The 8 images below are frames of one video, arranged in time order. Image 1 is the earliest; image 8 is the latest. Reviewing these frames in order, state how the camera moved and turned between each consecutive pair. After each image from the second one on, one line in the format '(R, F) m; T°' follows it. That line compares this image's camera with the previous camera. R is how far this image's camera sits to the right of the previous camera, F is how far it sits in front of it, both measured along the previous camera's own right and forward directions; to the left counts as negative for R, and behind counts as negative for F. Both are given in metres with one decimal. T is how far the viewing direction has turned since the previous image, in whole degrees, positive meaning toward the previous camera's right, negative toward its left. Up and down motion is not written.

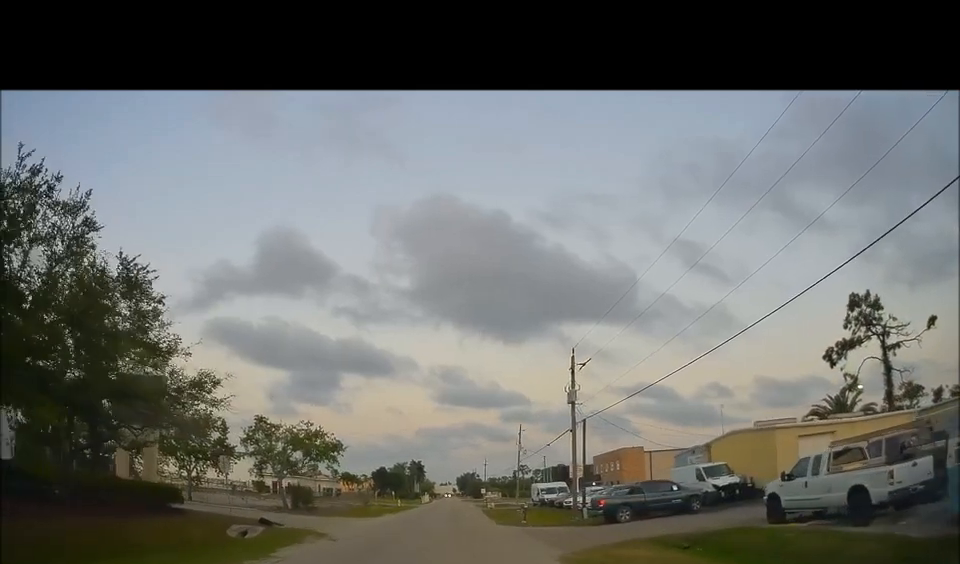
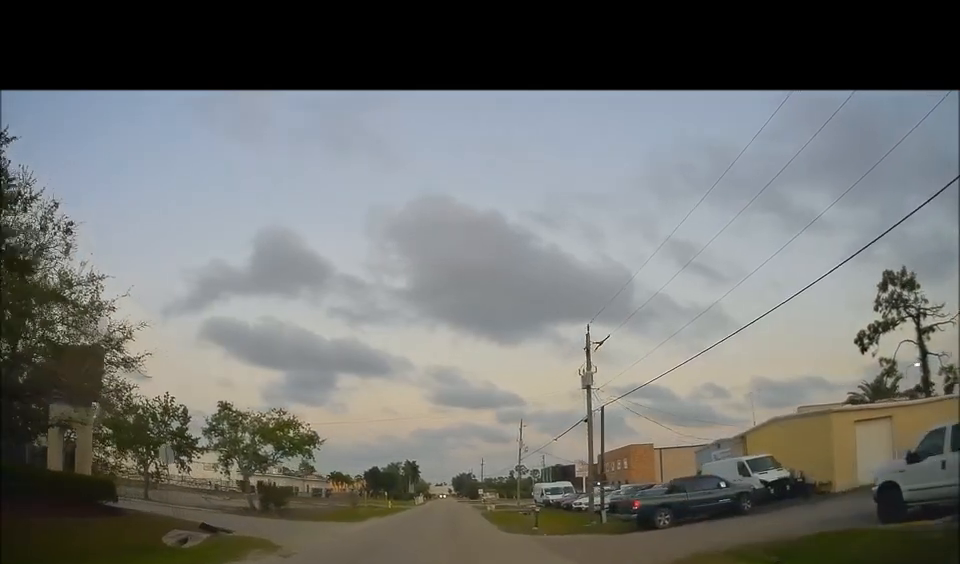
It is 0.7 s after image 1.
(+0.1, +5.3) m; +1°
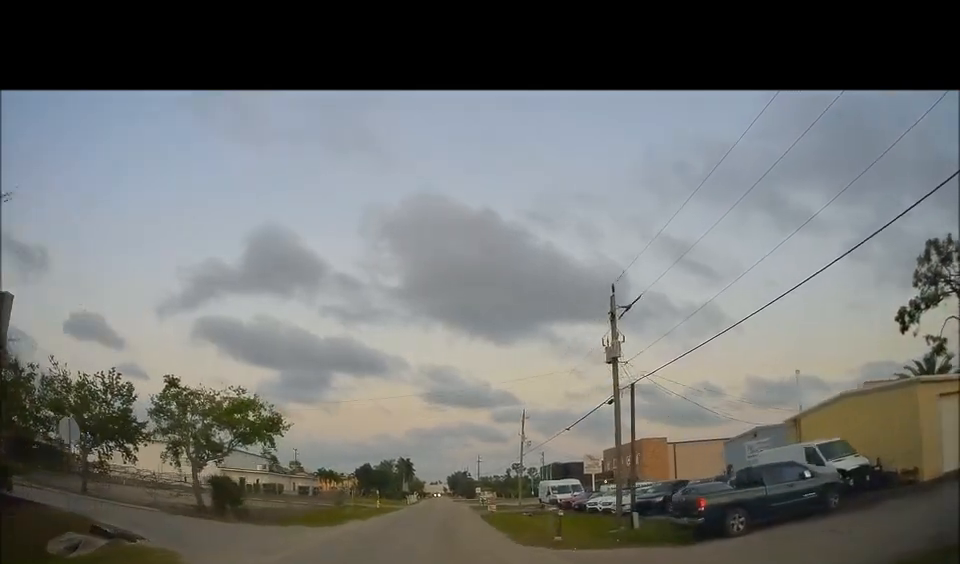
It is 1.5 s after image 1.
(0.0, +5.9) m; -1°
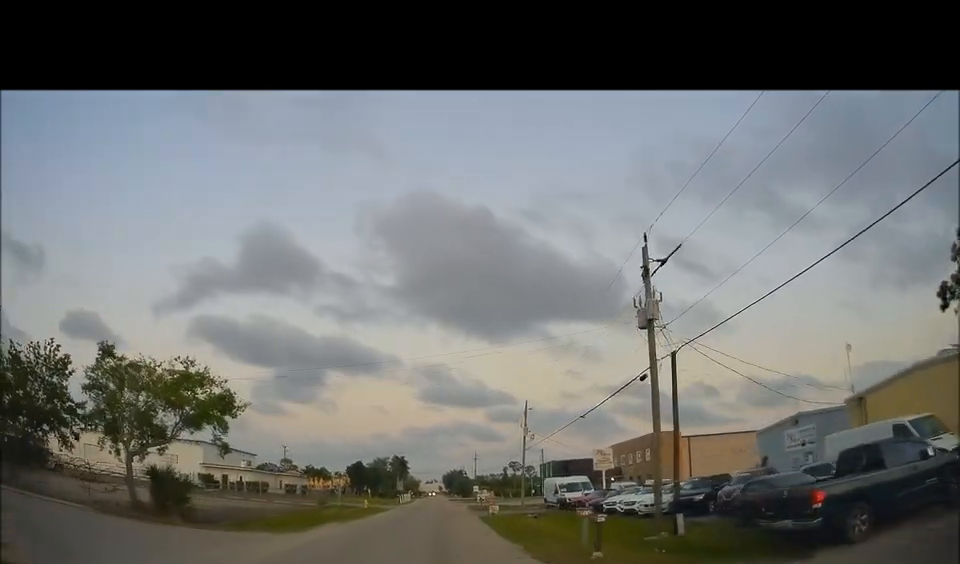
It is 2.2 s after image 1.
(+0.1, +5.2) m; -3°
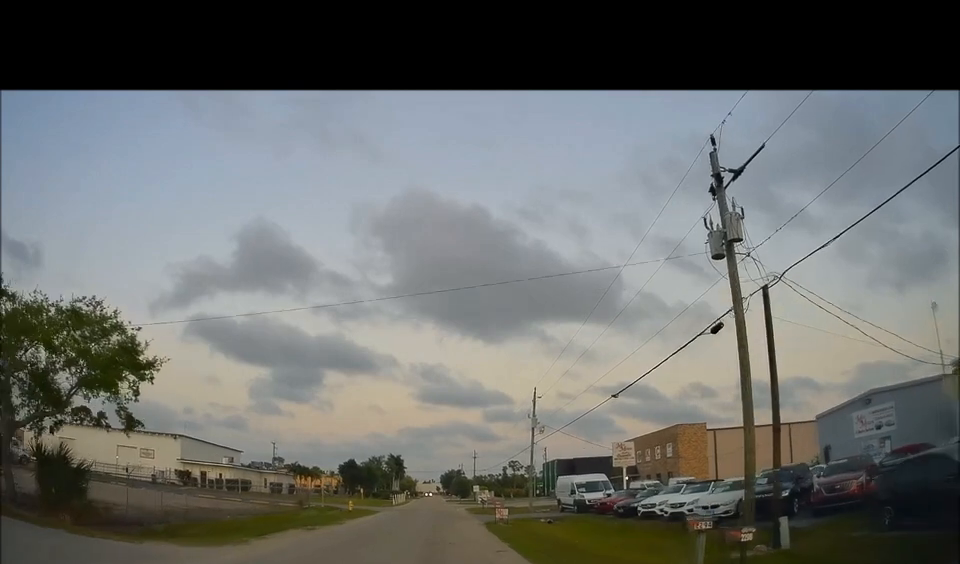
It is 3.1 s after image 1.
(-0.5, +6.5) m; 0°
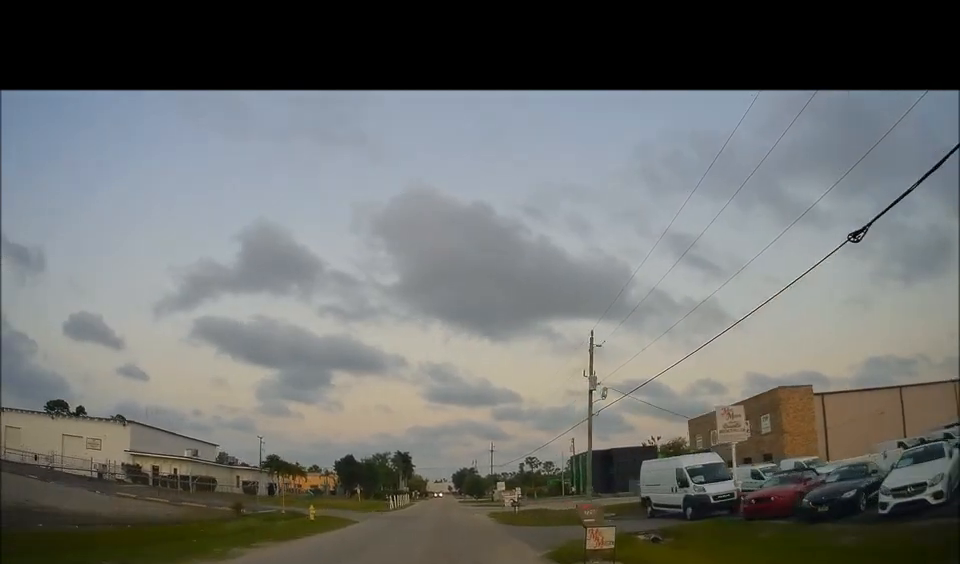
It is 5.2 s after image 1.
(+1.0, +15.9) m; +4°
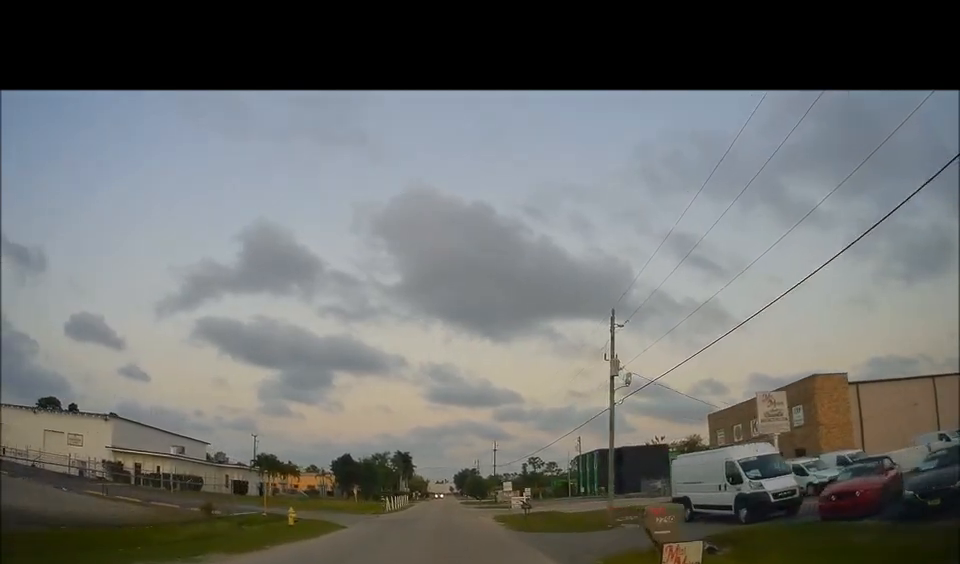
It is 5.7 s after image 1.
(0.0, +4.0) m; 0°
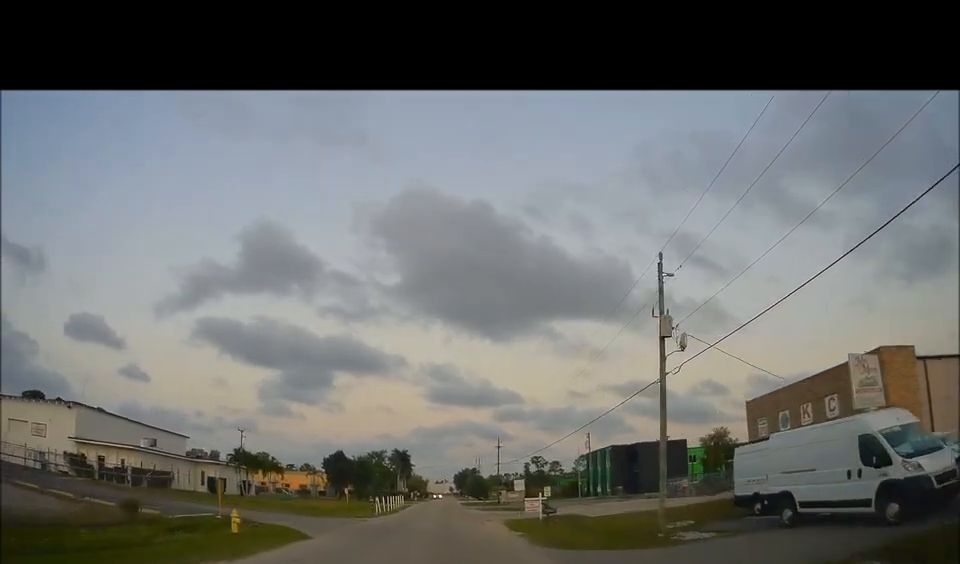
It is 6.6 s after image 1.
(0.0, +6.8) m; 0°
